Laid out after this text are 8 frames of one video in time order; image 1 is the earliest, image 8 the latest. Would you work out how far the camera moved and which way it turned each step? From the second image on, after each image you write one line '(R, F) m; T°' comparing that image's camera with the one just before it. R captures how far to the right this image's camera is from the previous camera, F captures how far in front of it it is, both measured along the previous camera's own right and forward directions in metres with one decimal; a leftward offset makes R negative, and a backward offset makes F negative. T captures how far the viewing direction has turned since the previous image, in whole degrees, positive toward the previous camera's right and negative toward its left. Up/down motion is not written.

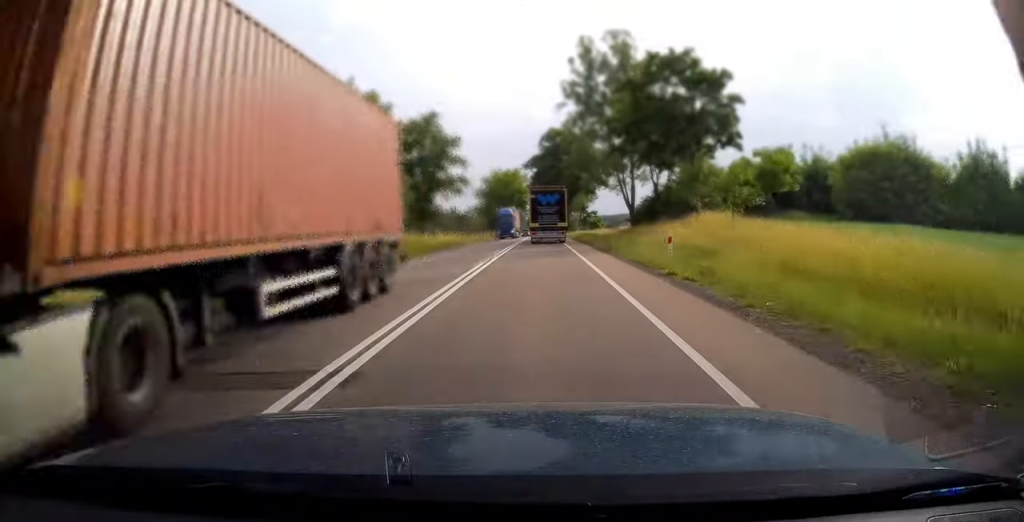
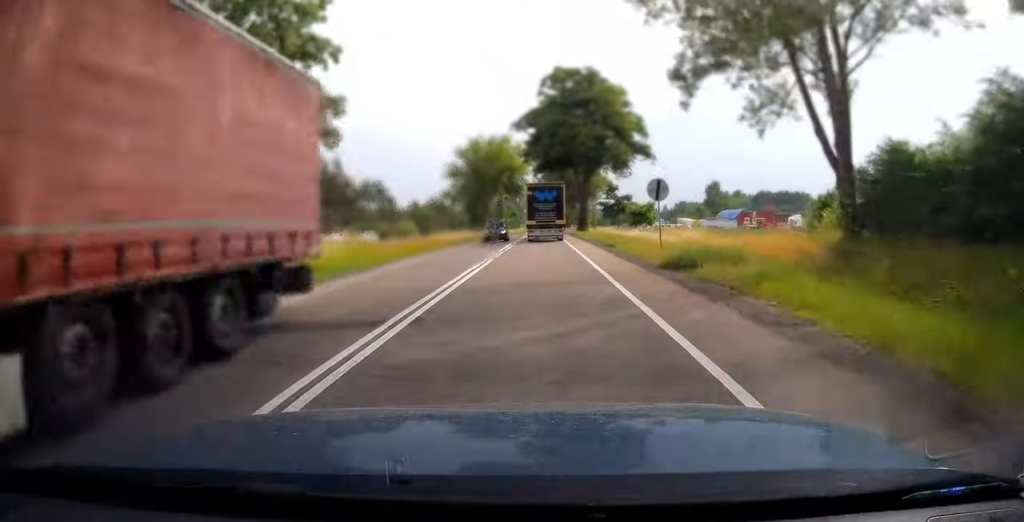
(+0.1, +43.4) m; -1°
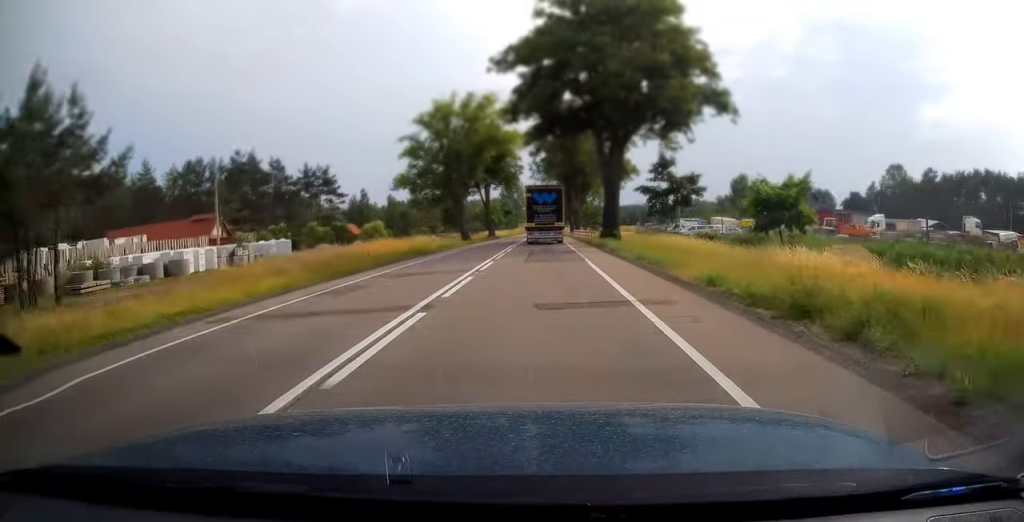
(-0.3, +31.1) m; 0°
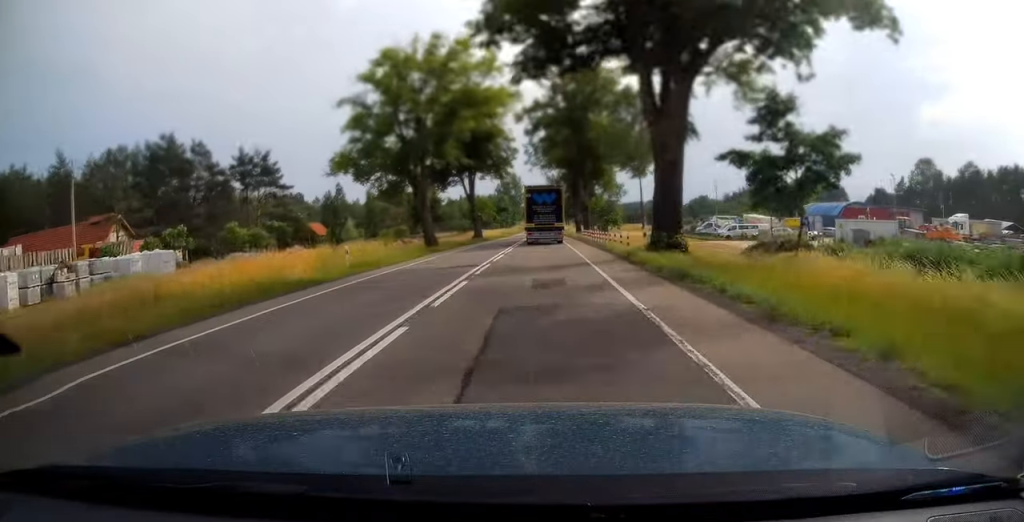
(-0.1, +20.5) m; 0°
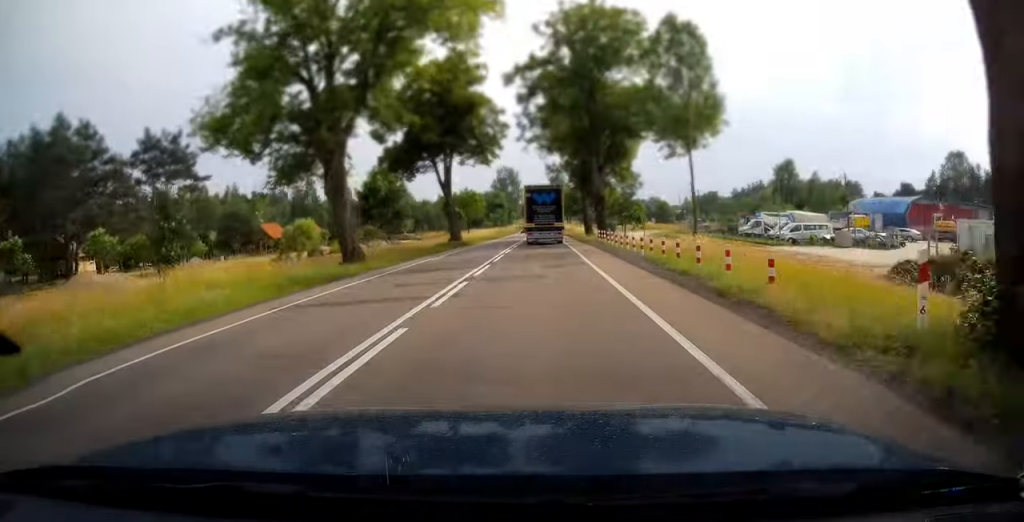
(+0.1, +19.1) m; 0°
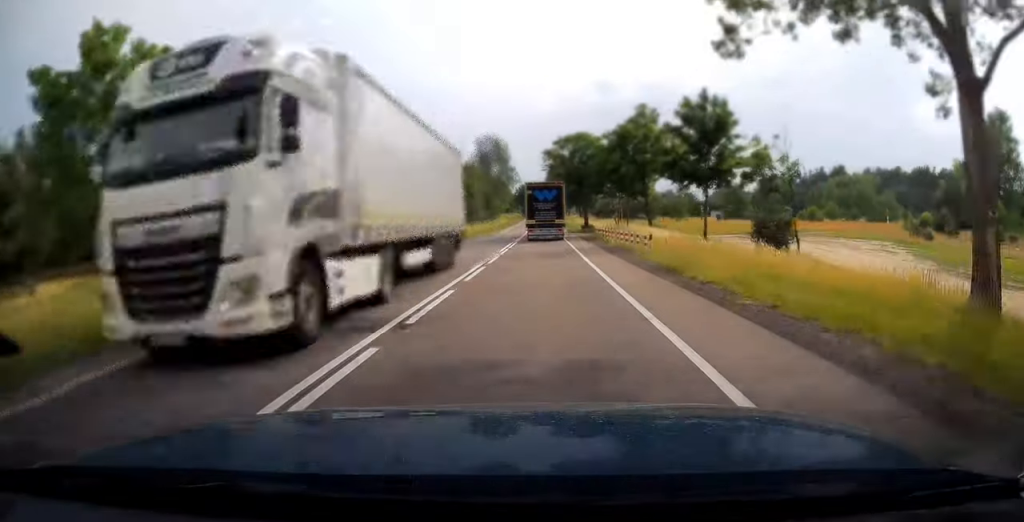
(-0.4, +82.8) m; 0°
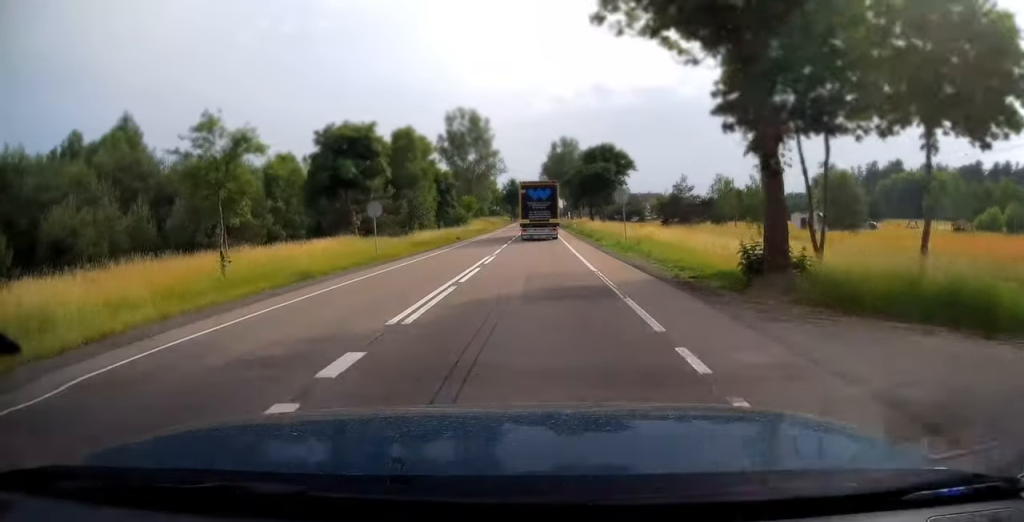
(+0.4, +52.7) m; 0°
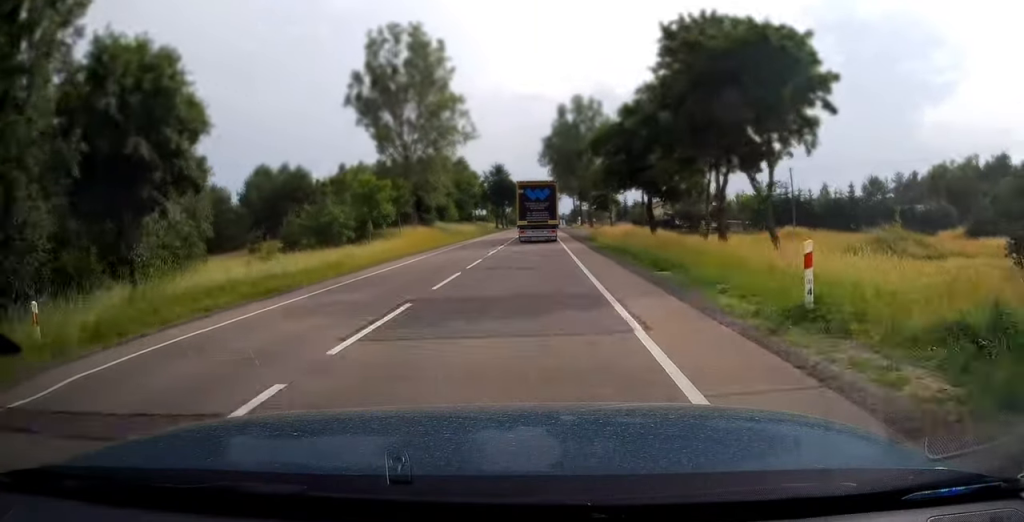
(-0.1, +61.5) m; 0°
